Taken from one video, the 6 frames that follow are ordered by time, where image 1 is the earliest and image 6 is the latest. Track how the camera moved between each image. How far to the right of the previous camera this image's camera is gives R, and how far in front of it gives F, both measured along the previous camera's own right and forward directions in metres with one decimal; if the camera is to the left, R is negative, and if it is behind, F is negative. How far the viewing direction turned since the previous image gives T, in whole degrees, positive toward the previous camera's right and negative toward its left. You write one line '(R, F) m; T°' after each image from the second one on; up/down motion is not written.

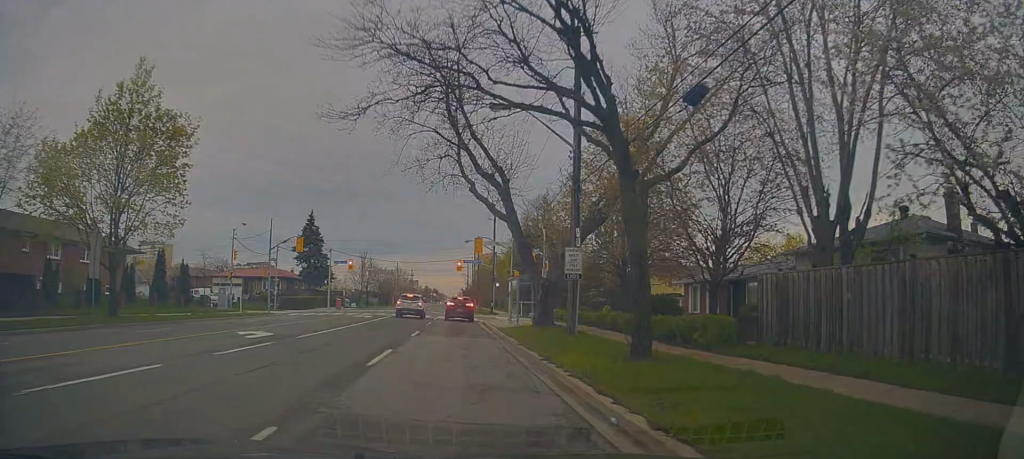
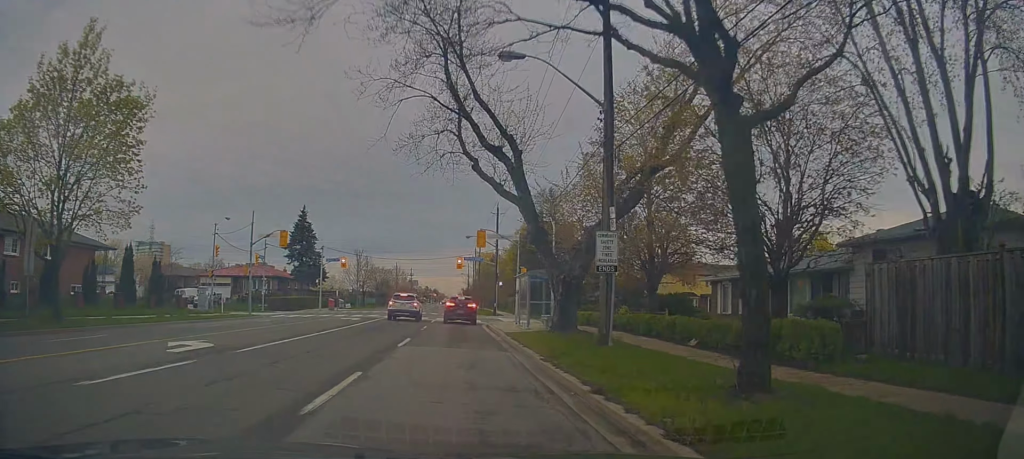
(0.0, +4.5) m; -1°
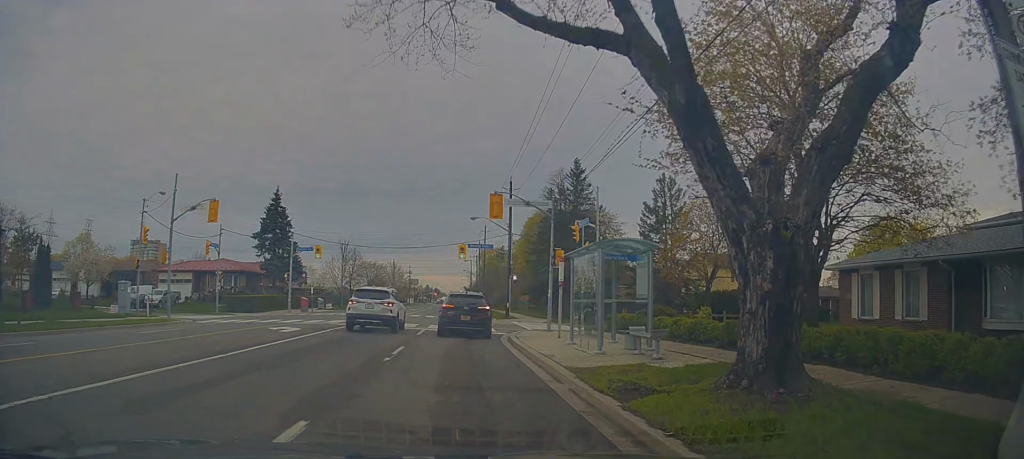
(-0.7, +12.3) m; -4°
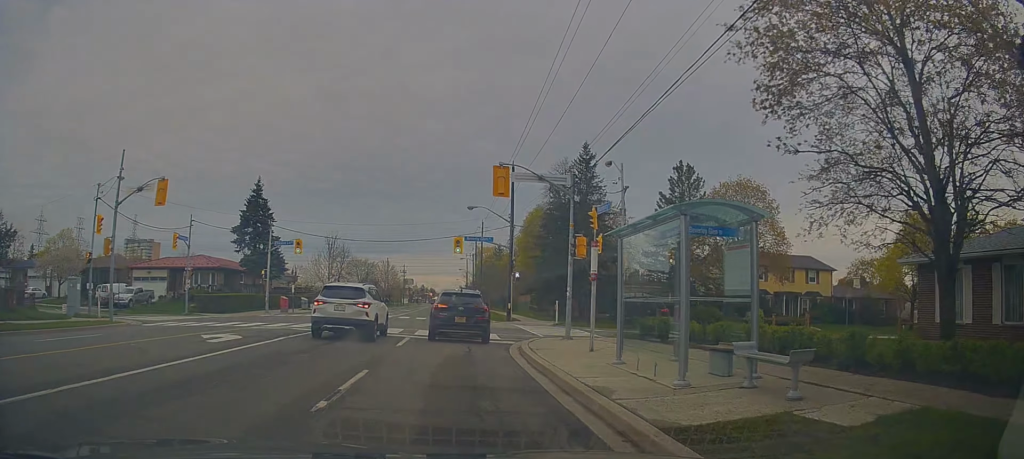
(+0.2, +5.4) m; 0°
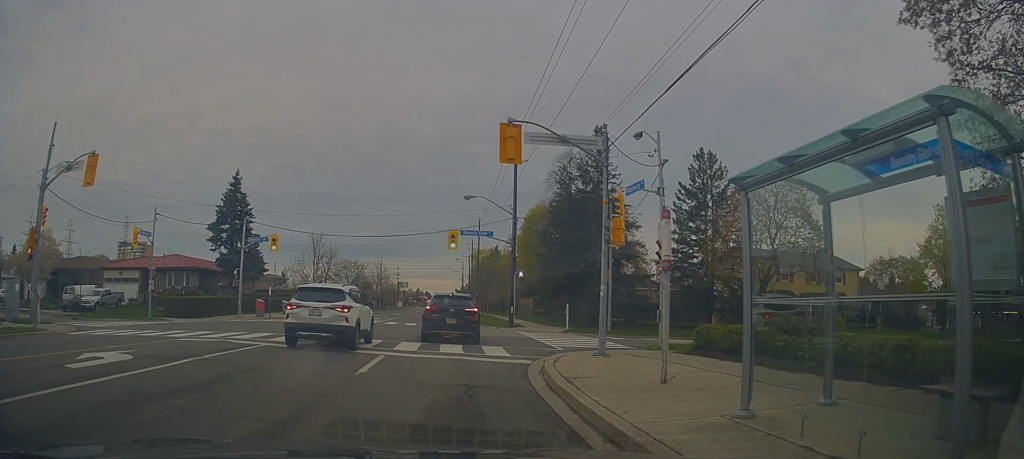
(-0.2, +5.4) m; +2°
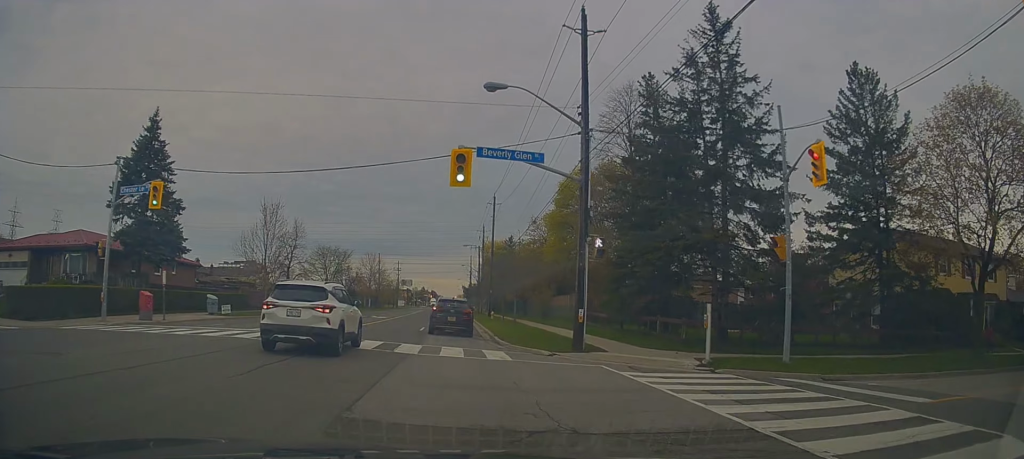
(+0.3, +18.1) m; -1°
